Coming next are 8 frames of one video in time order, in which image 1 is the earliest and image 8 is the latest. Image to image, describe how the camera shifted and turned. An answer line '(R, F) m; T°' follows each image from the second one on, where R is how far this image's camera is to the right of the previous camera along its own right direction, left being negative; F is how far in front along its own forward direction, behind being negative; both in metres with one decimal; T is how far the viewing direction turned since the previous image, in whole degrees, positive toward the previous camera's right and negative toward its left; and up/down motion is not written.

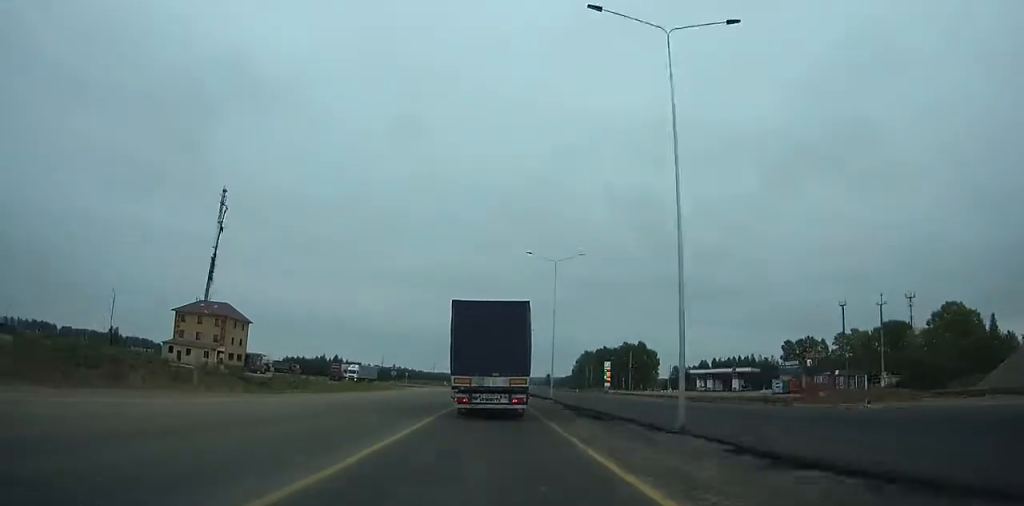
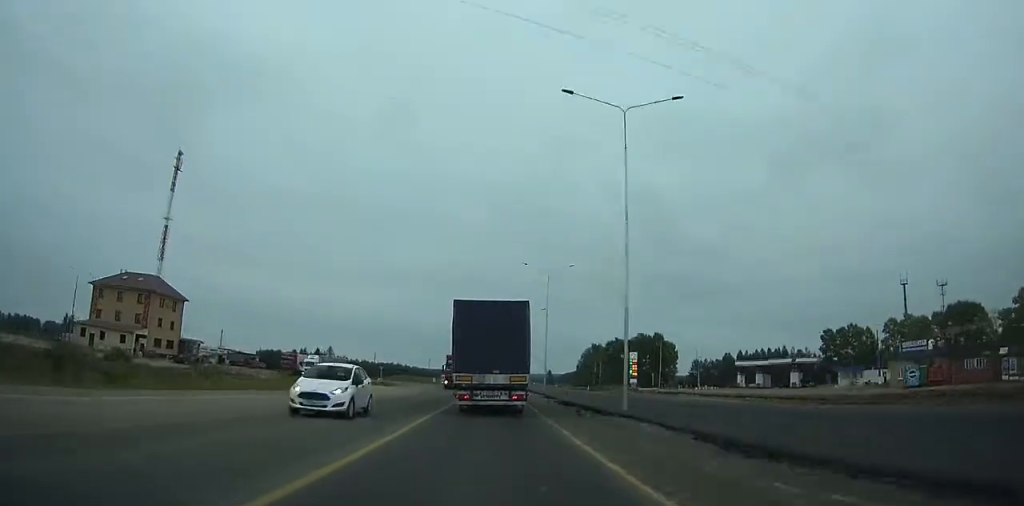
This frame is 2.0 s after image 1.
(0.0, +29.2) m; 0°
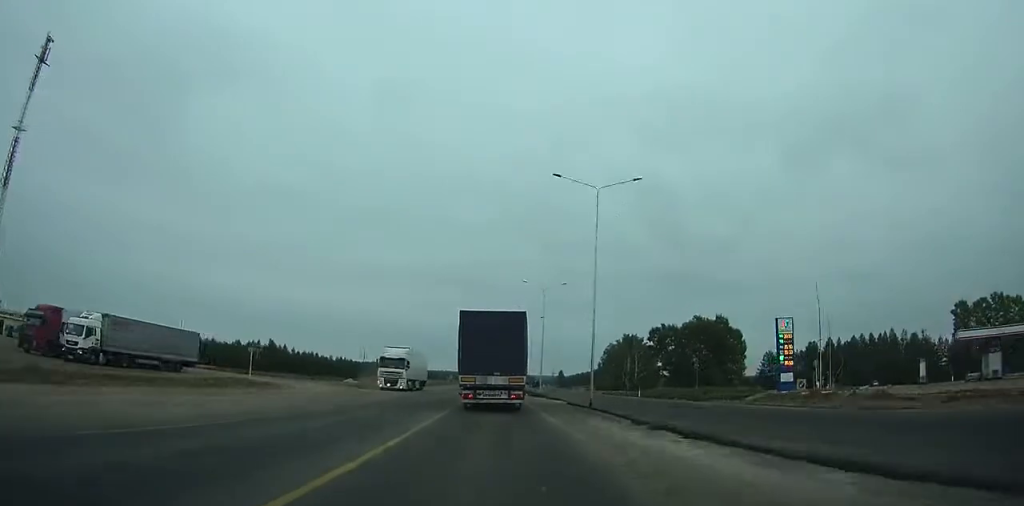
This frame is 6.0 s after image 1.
(+0.2, +61.2) m; 0°
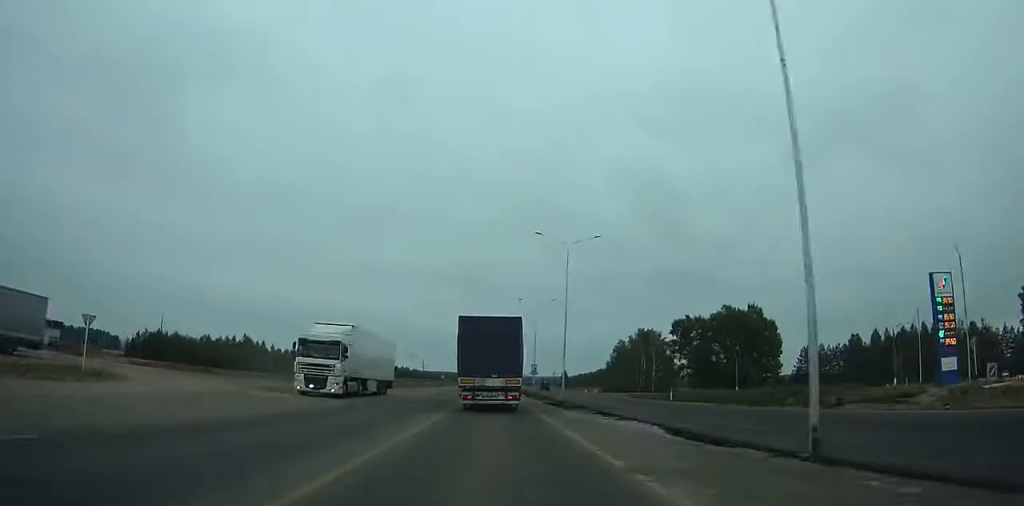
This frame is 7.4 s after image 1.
(-0.1, +22.0) m; 0°
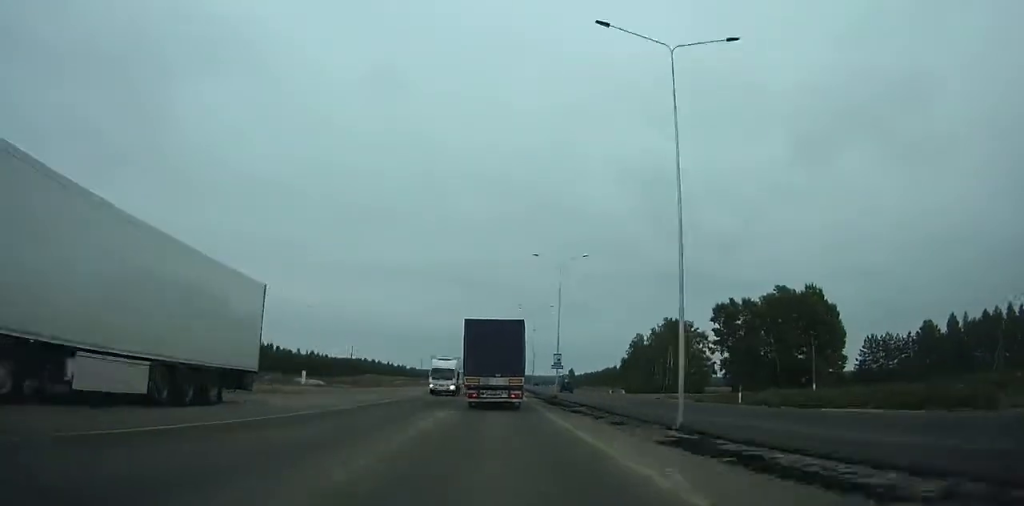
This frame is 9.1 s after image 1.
(0.0, +27.8) m; 0°
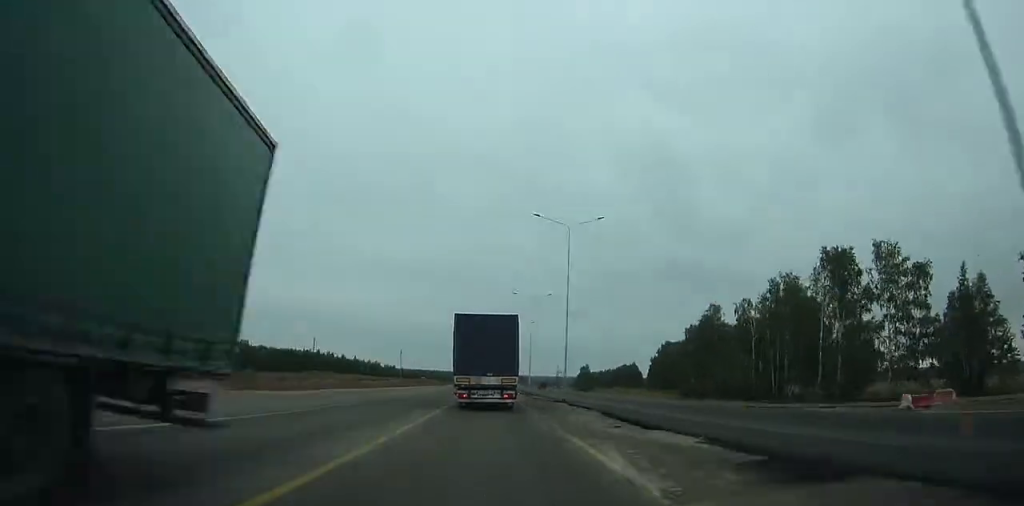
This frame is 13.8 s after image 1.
(+0.2, +79.6) m; 0°
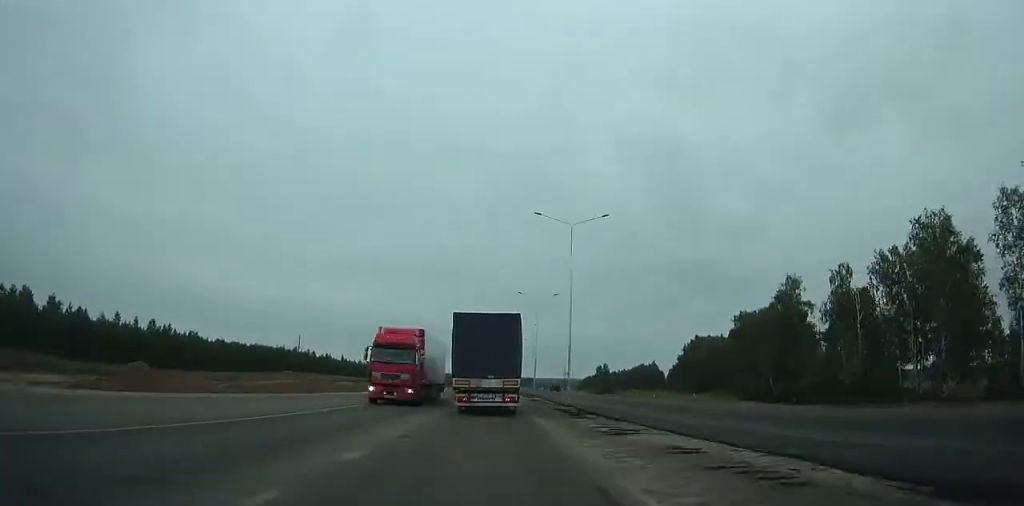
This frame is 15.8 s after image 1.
(0.0, +35.3) m; 0°
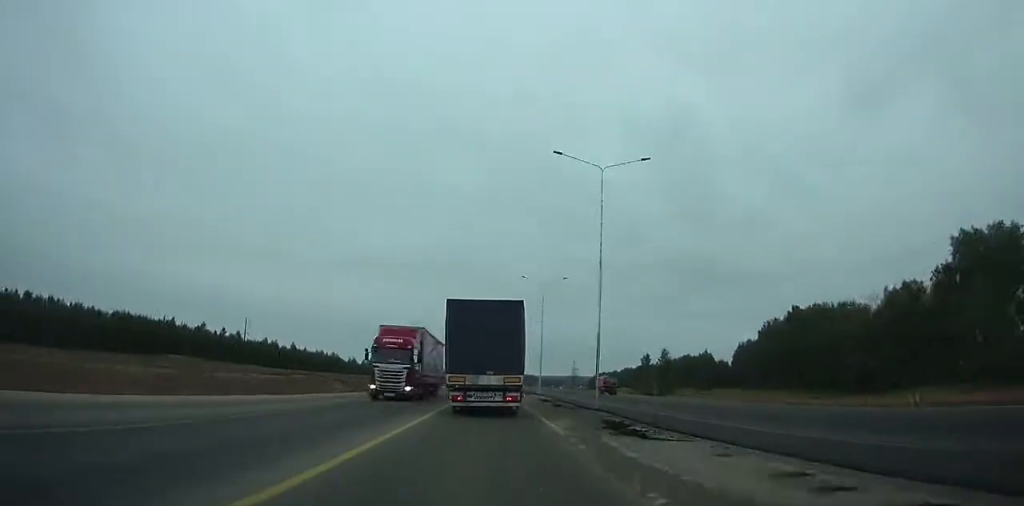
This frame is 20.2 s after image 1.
(0.0, +78.6) m; 0°
